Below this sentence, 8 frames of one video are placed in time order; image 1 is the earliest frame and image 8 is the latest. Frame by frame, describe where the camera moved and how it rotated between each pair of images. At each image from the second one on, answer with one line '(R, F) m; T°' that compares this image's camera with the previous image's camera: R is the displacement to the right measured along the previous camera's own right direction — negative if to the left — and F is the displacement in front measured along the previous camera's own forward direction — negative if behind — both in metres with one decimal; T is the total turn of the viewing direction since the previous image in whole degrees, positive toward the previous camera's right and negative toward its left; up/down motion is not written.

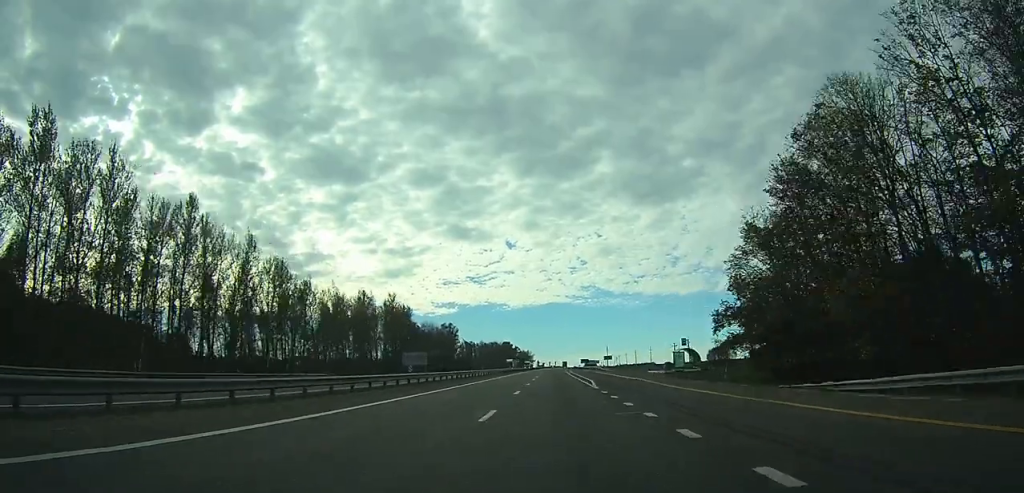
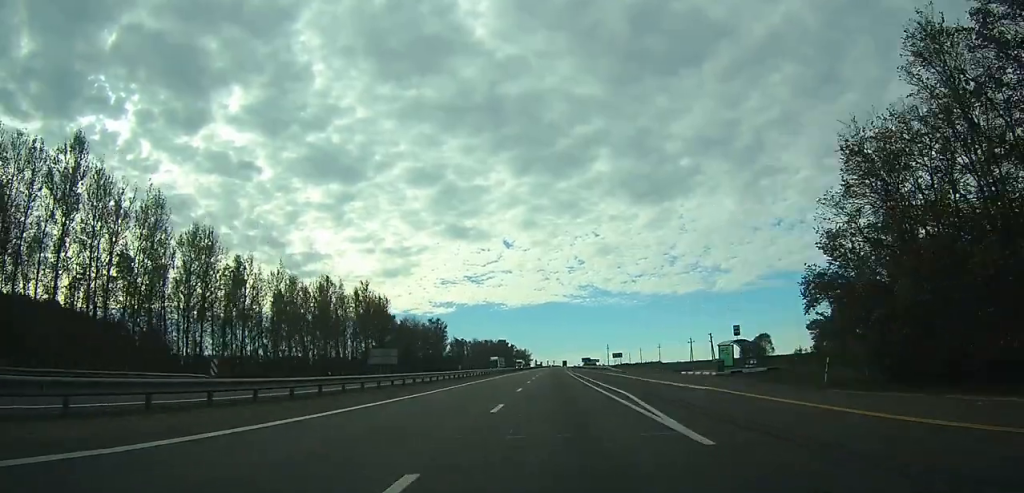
(0.0, +22.3) m; 0°
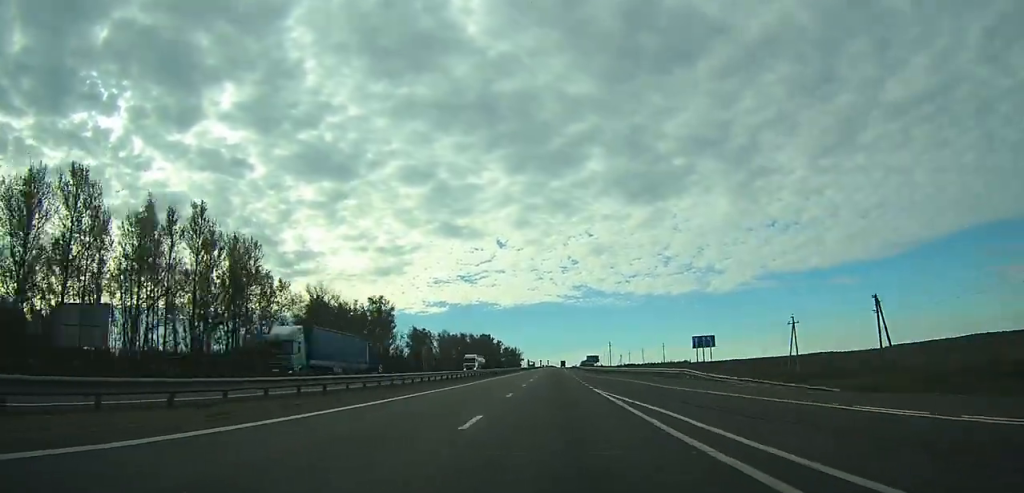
(0.0, +65.5) m; 0°
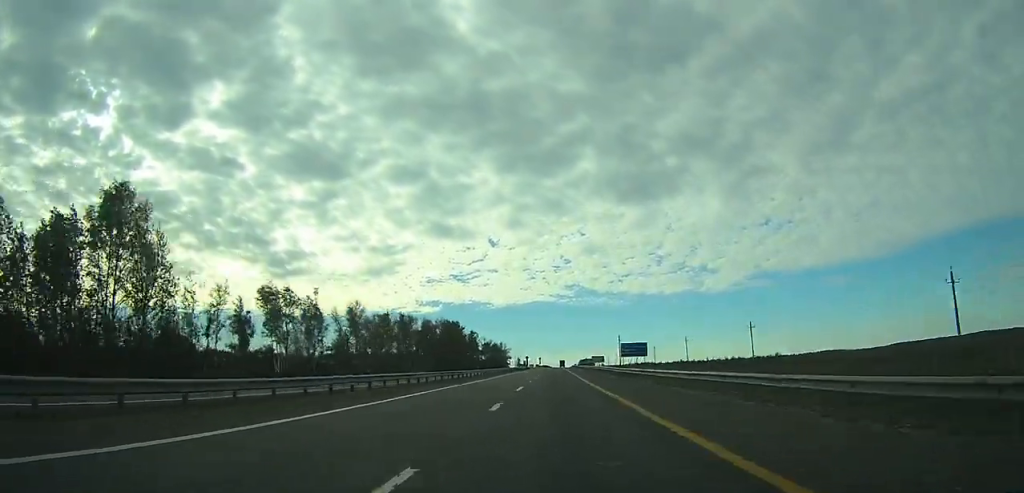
(+0.4, +88.1) m; +1°
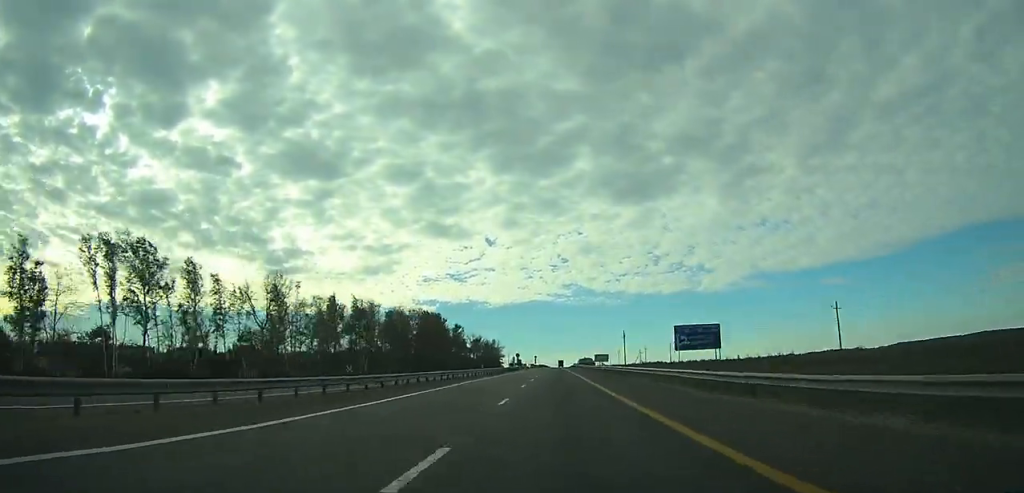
(+0.1, +32.3) m; 0°
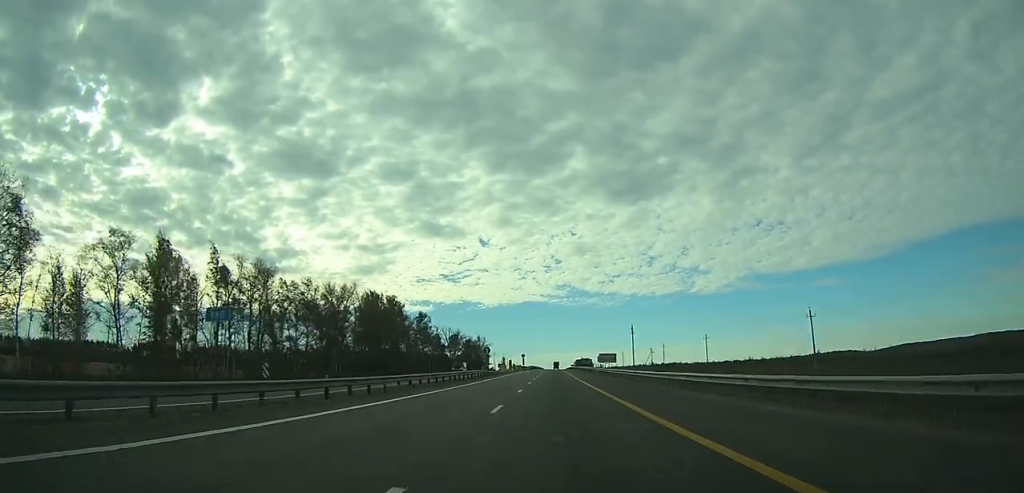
(+0.2, +51.1) m; 0°
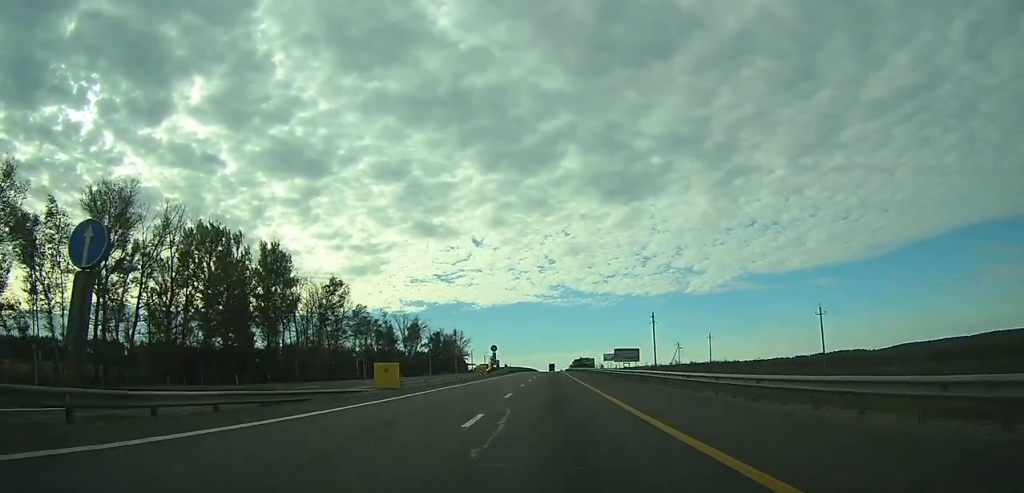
(+0.3, +65.0) m; +1°
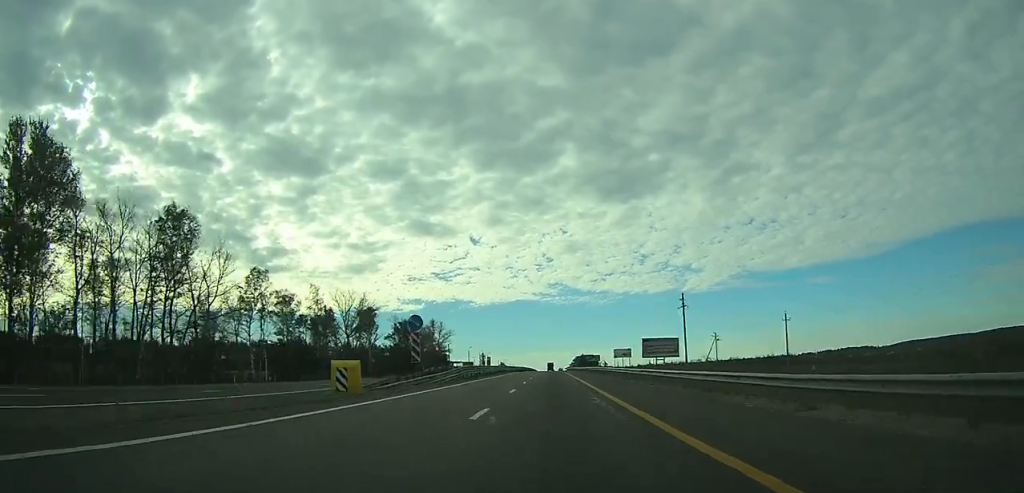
(+0.2, +45.2) m; 0°
